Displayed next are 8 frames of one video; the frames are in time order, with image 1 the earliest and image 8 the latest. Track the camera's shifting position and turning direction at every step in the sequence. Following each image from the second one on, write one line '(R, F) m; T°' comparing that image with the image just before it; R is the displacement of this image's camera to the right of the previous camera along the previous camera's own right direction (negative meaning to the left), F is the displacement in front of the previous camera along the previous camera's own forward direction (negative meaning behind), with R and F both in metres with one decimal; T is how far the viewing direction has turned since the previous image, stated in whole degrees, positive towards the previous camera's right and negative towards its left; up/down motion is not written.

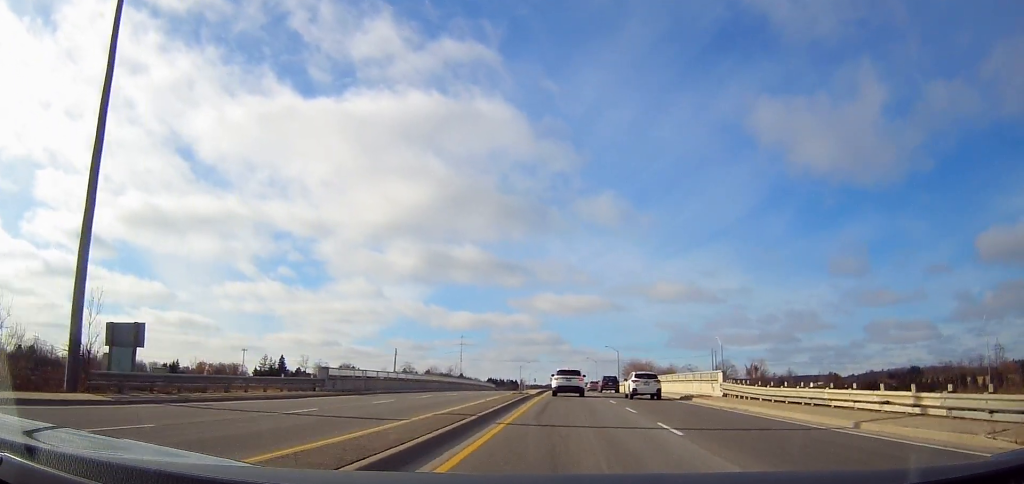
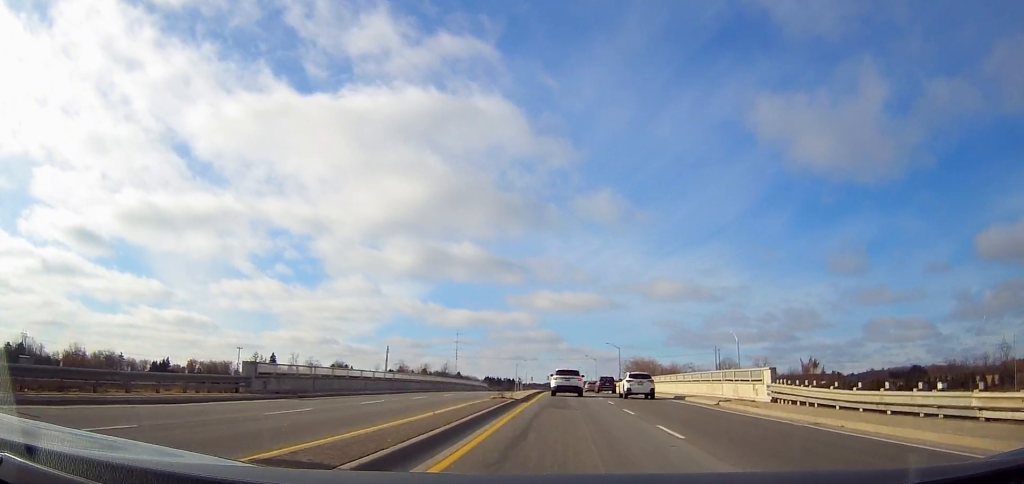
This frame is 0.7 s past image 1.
(-0.3, +9.7) m; 0°
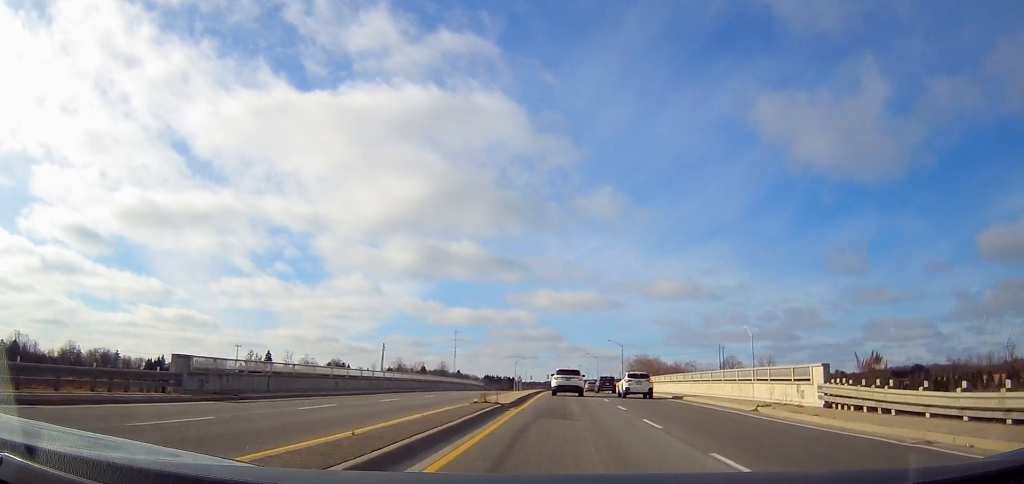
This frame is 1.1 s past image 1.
(-0.2, +6.1) m; 0°
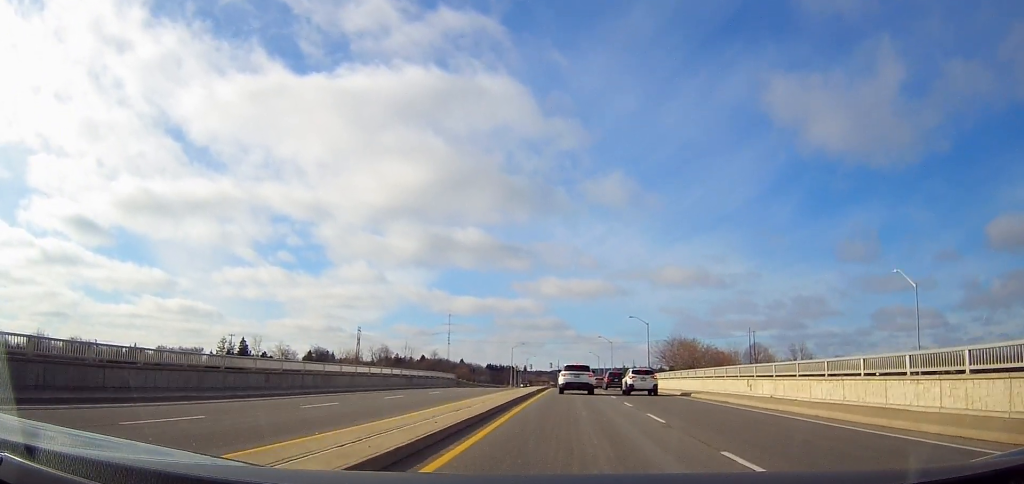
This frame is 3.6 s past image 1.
(+0.8, +35.1) m; 0°
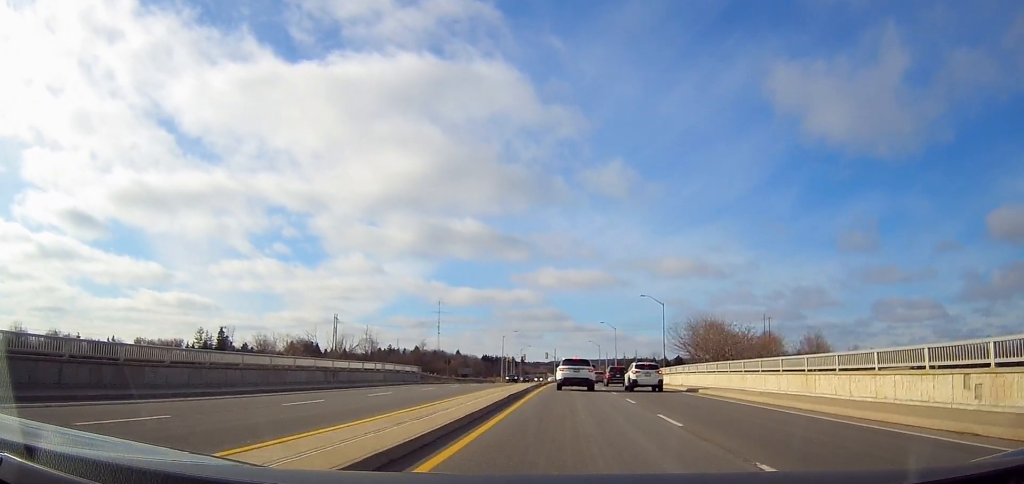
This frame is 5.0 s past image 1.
(+0.1, +18.4) m; +2°
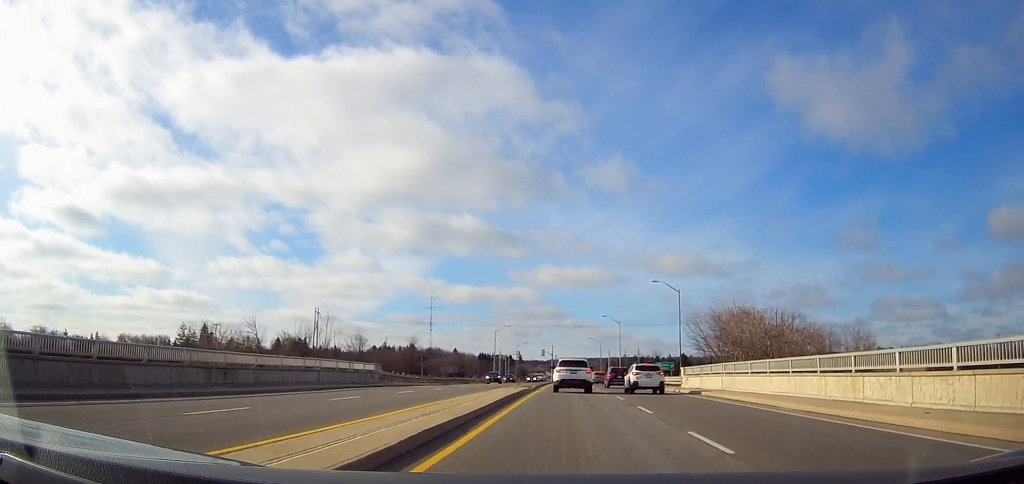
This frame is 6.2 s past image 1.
(0.0, +13.2) m; -1°
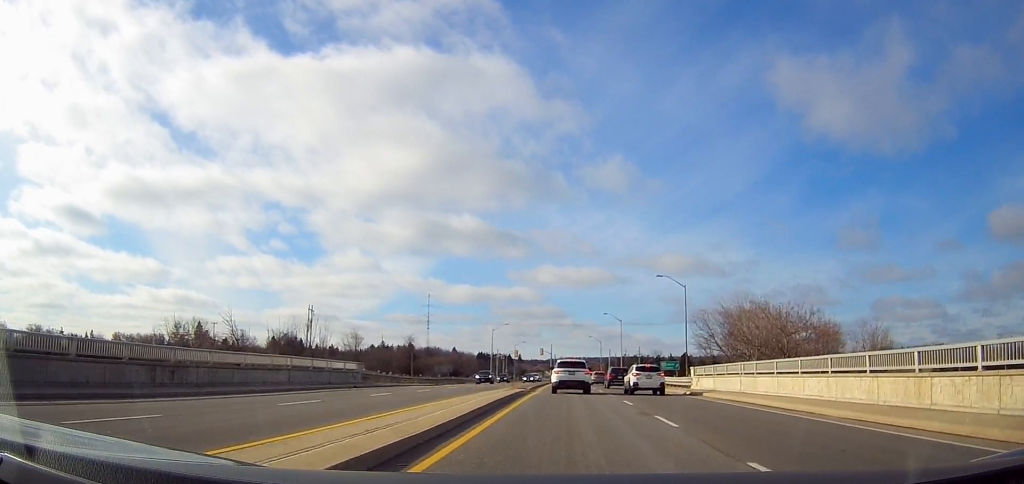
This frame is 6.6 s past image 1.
(0.0, +4.0) m; 0°
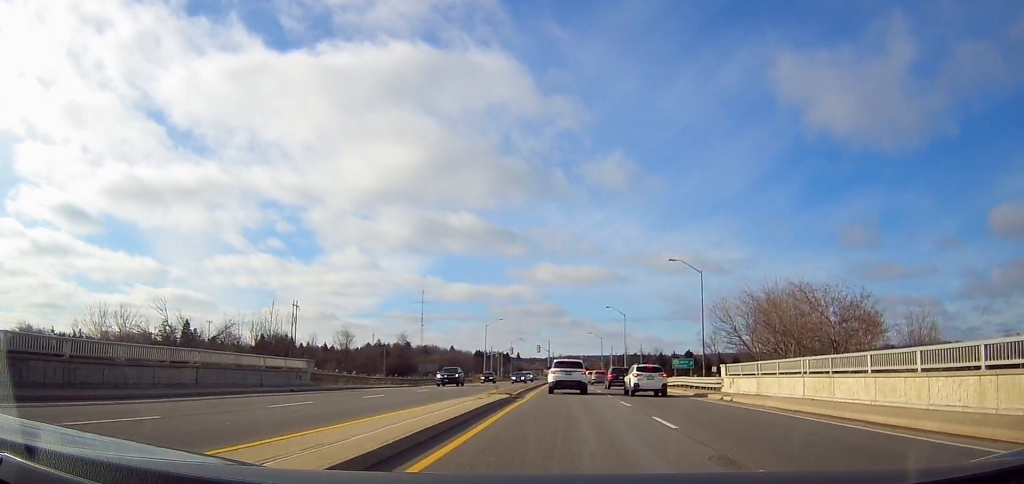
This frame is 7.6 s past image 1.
(0.0, +9.1) m; 0°
